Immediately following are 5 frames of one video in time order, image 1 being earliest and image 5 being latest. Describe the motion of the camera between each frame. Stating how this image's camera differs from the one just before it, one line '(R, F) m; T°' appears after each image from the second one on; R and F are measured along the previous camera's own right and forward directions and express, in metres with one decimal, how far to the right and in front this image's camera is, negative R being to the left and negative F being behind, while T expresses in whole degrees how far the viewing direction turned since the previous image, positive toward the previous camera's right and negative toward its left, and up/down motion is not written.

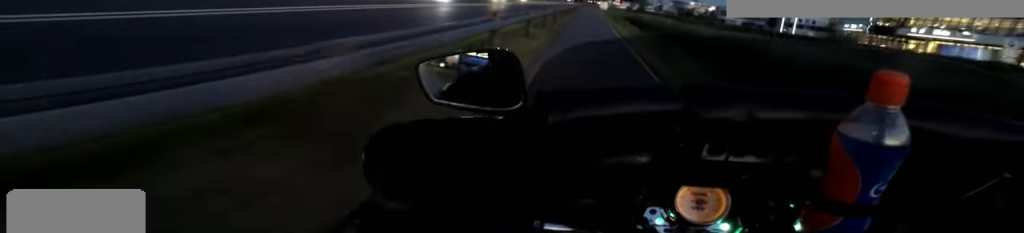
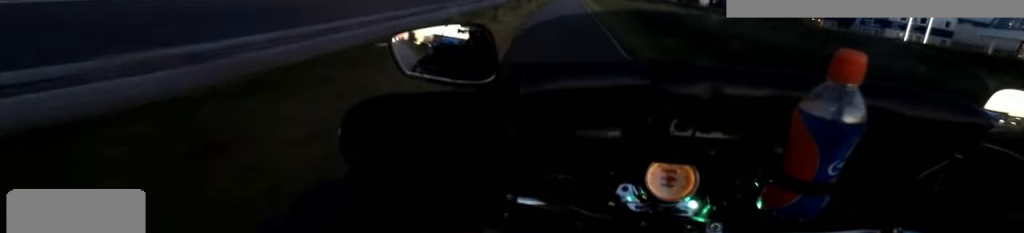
(-1.2, +37.6) m; +1°
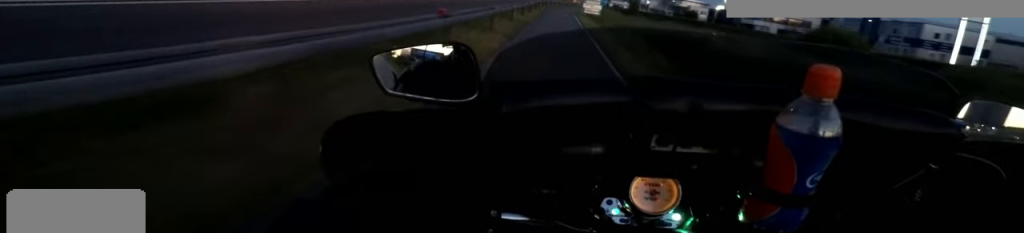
(+0.3, +7.4) m; +3°
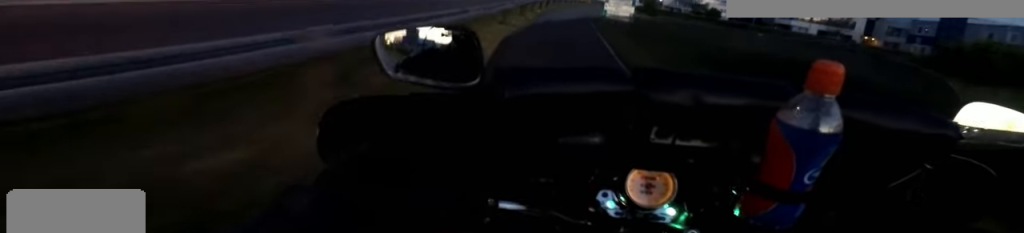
(+0.5, +11.6) m; 0°
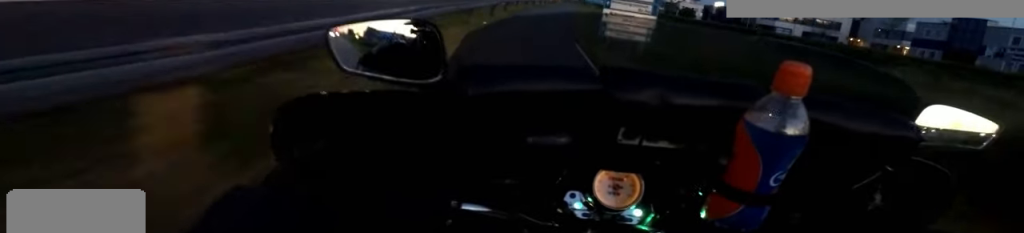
(-0.3, +8.7) m; -3°
